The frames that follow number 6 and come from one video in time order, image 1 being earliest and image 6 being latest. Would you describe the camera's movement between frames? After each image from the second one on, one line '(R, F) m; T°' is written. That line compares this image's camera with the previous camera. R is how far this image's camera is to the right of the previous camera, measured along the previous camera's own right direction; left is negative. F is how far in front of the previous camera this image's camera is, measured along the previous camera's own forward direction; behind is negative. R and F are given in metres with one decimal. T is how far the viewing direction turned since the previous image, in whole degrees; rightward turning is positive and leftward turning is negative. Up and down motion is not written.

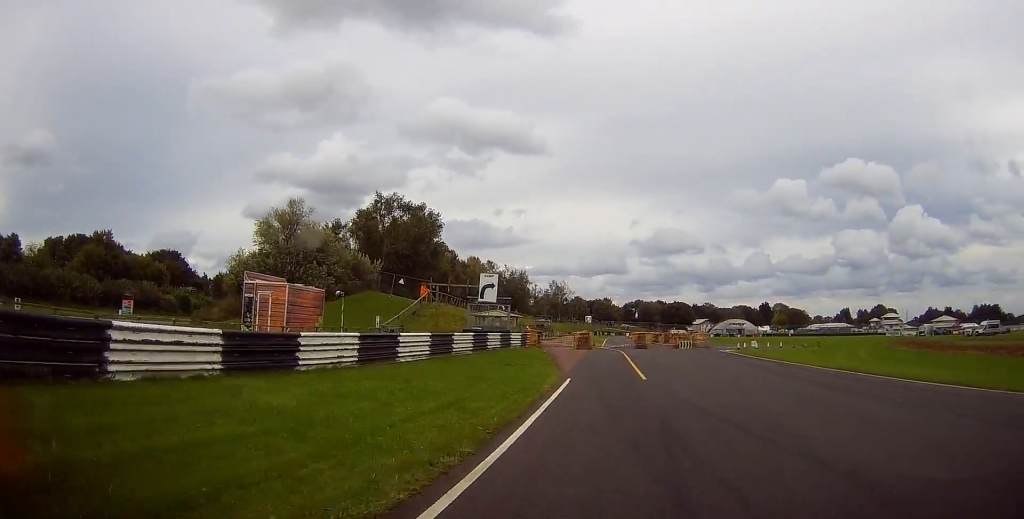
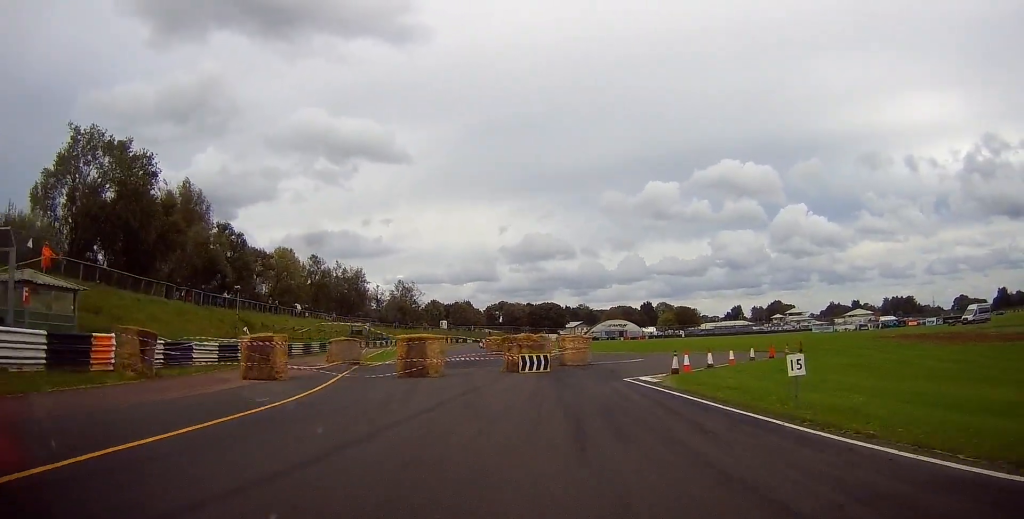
(+4.4, +29.3) m; +12°
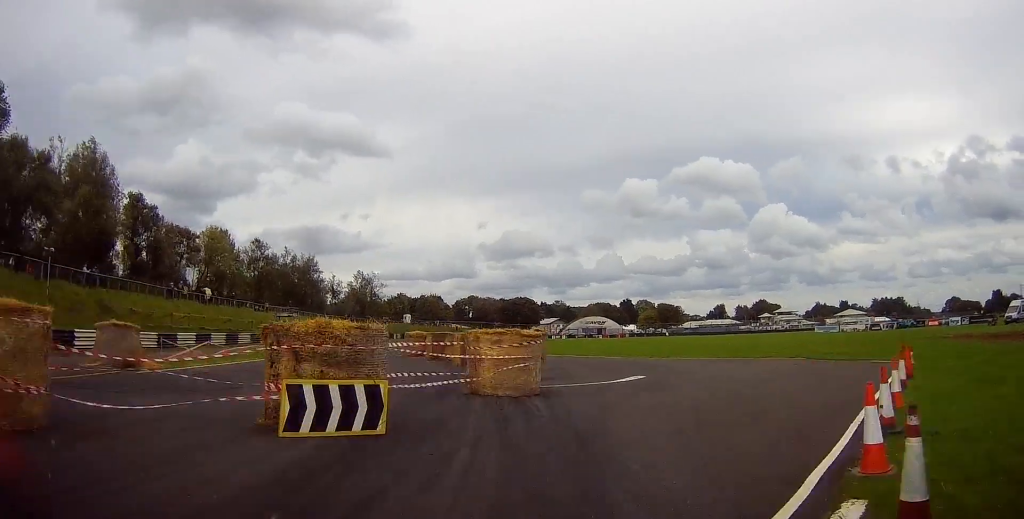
(+0.3, +15.4) m; +1°
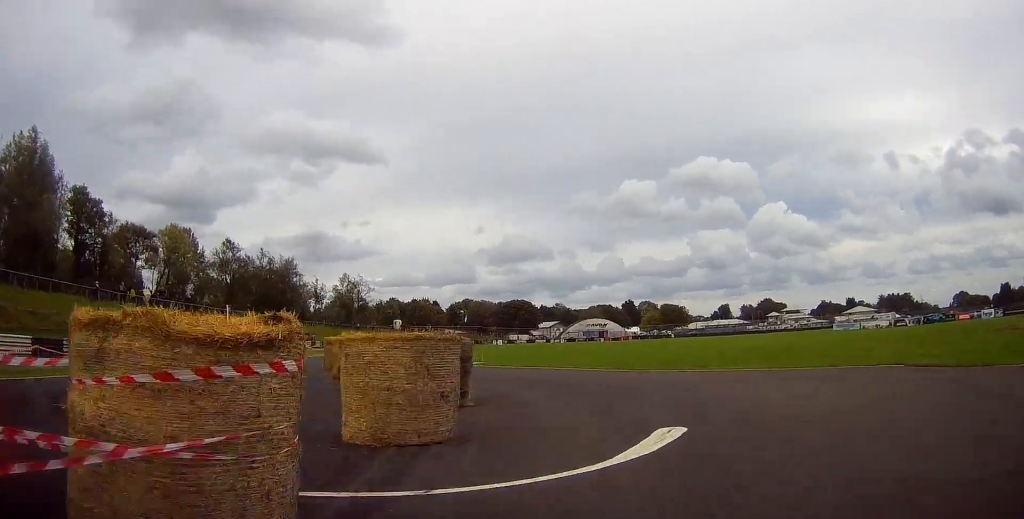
(0.0, +9.9) m; -4°
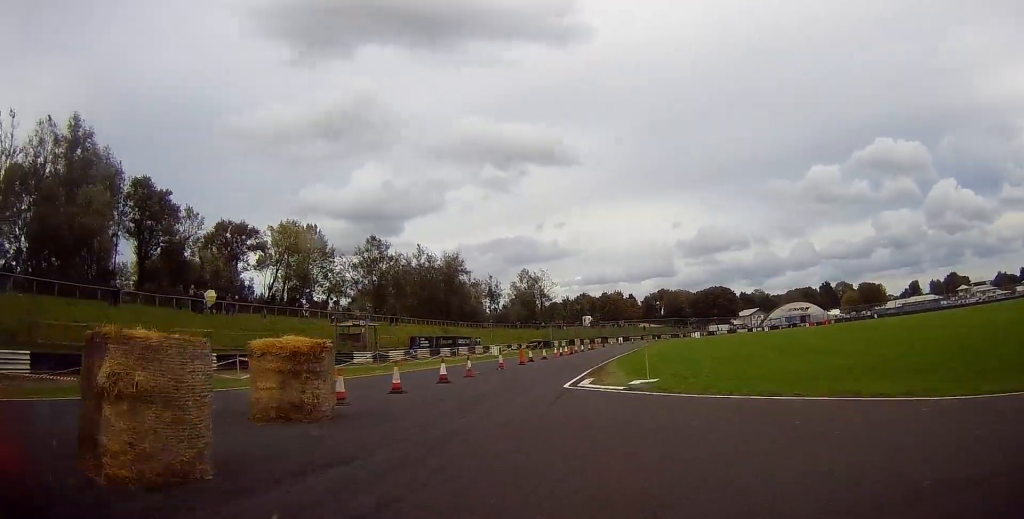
(-0.6, +15.2) m; -7°
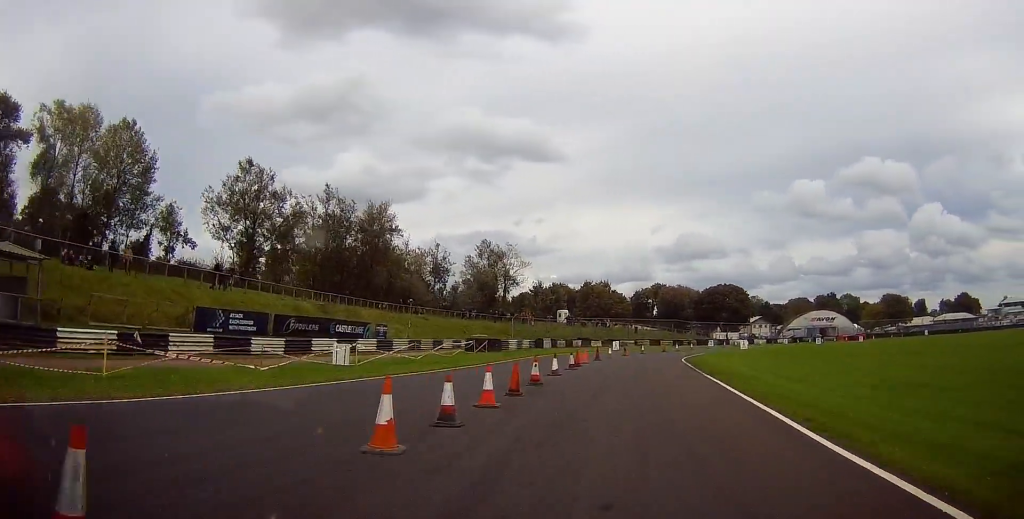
(-3.7, +34.3) m; -4°
